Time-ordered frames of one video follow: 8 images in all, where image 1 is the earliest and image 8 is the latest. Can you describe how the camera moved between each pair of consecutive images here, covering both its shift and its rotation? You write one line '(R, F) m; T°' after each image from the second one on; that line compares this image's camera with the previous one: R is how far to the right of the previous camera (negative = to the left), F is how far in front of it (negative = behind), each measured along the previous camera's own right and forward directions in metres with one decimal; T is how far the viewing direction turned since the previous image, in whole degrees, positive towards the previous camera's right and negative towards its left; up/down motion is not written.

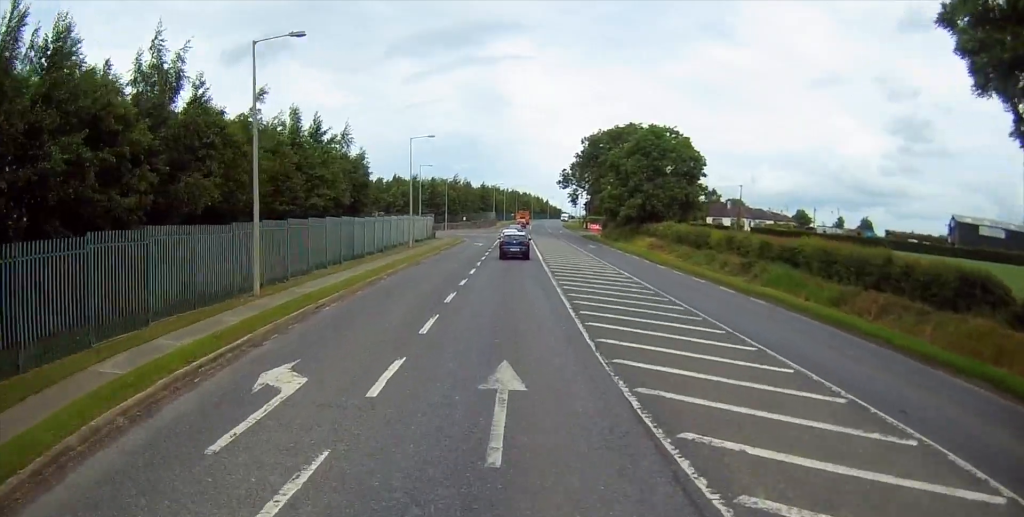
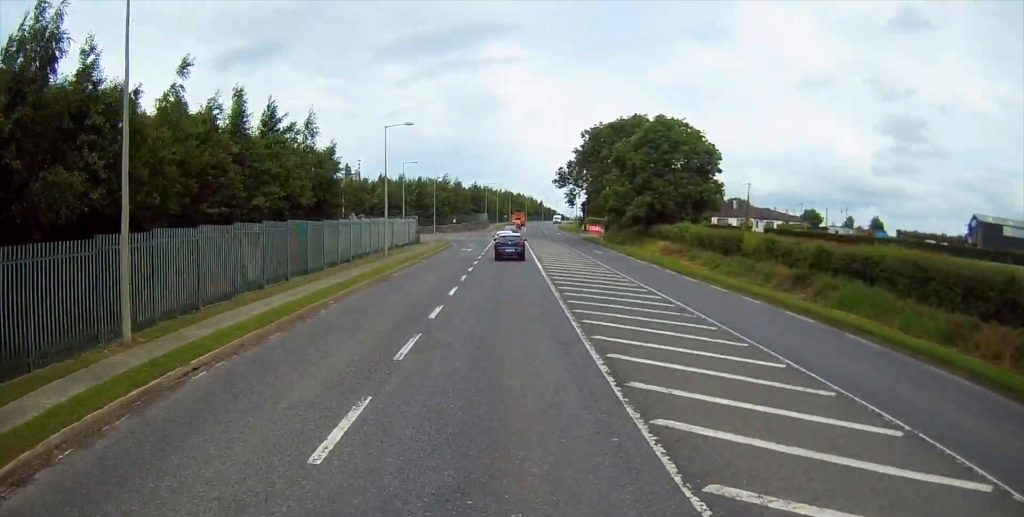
(0.0, +7.5) m; 0°
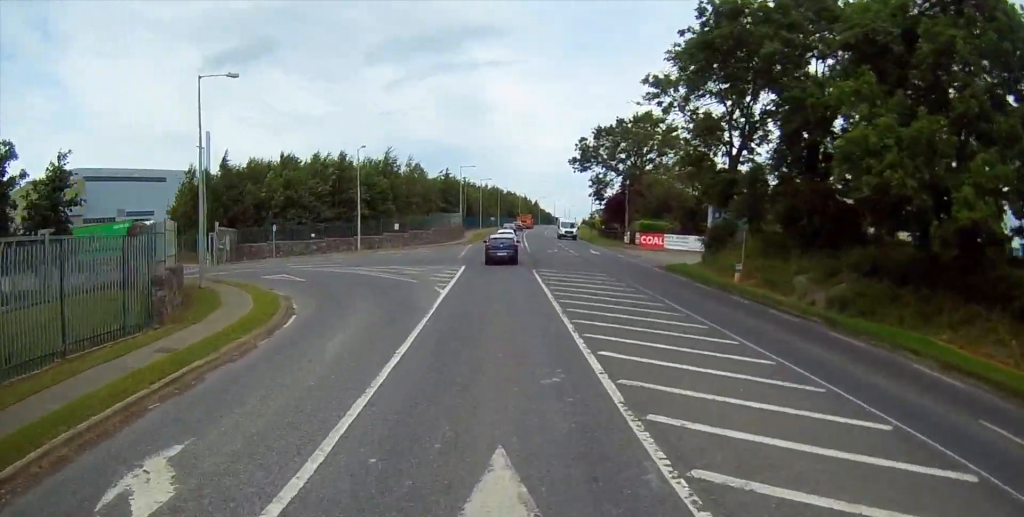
(+1.0, +47.1) m; +2°
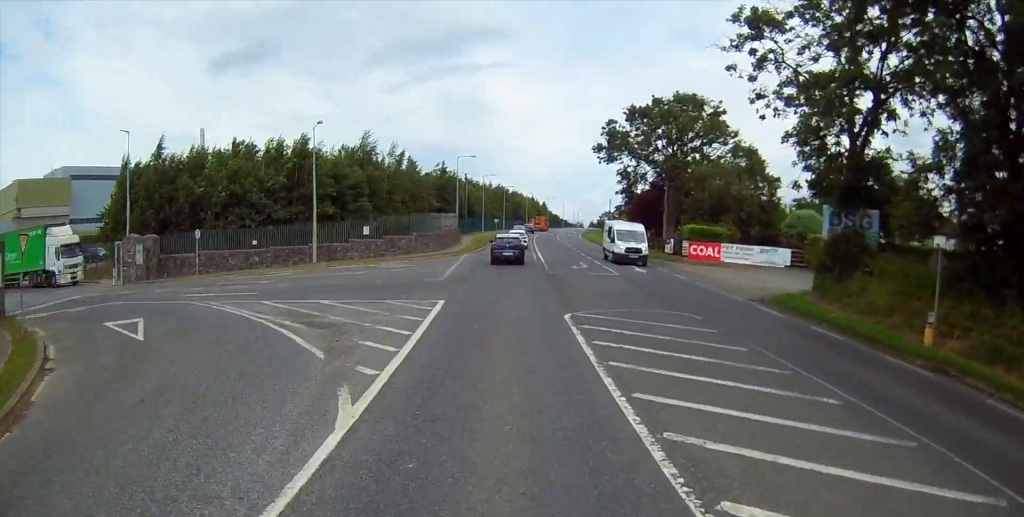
(+0.1, +14.7) m; 0°
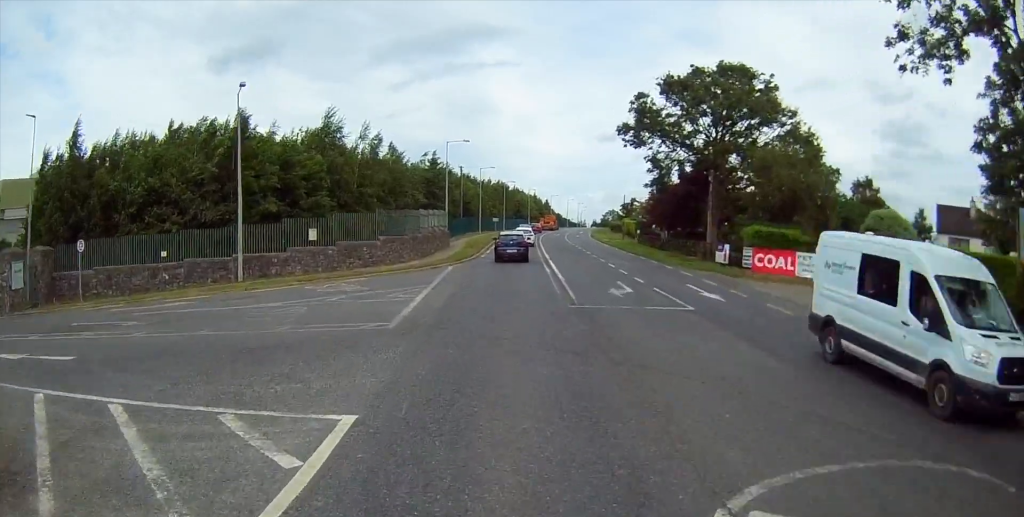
(-0.2, +12.2) m; 0°
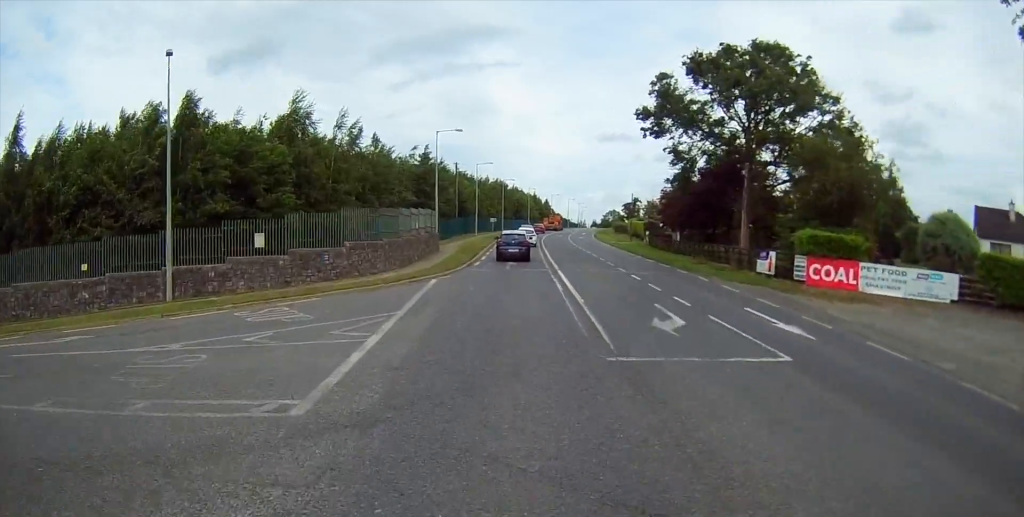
(+0.1, +6.8) m; 0°
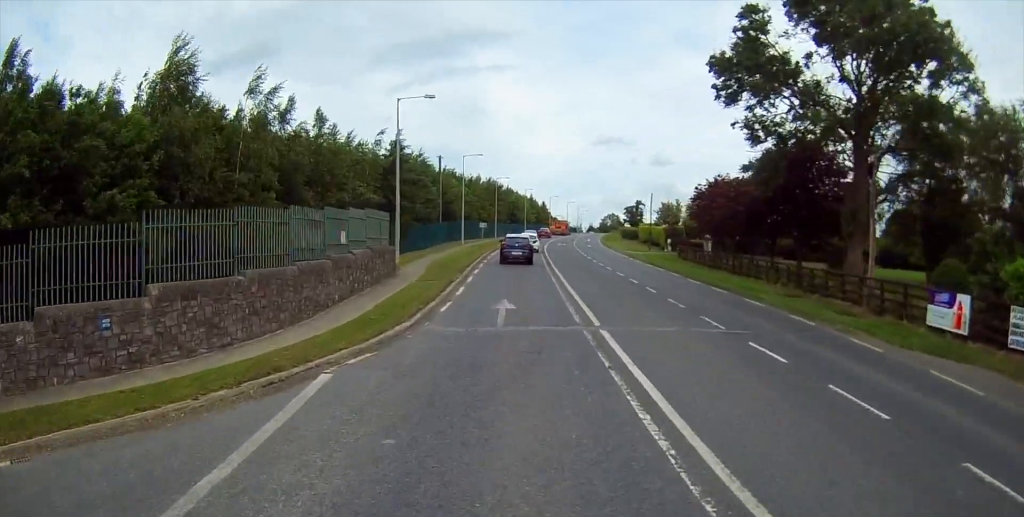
(+0.1, +14.9) m; 0°
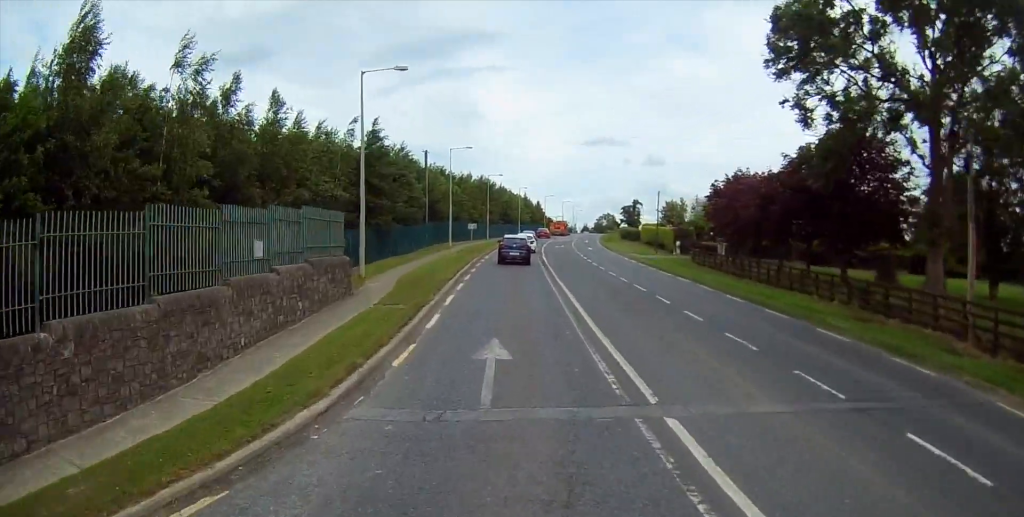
(0.0, +6.7) m; 0°
